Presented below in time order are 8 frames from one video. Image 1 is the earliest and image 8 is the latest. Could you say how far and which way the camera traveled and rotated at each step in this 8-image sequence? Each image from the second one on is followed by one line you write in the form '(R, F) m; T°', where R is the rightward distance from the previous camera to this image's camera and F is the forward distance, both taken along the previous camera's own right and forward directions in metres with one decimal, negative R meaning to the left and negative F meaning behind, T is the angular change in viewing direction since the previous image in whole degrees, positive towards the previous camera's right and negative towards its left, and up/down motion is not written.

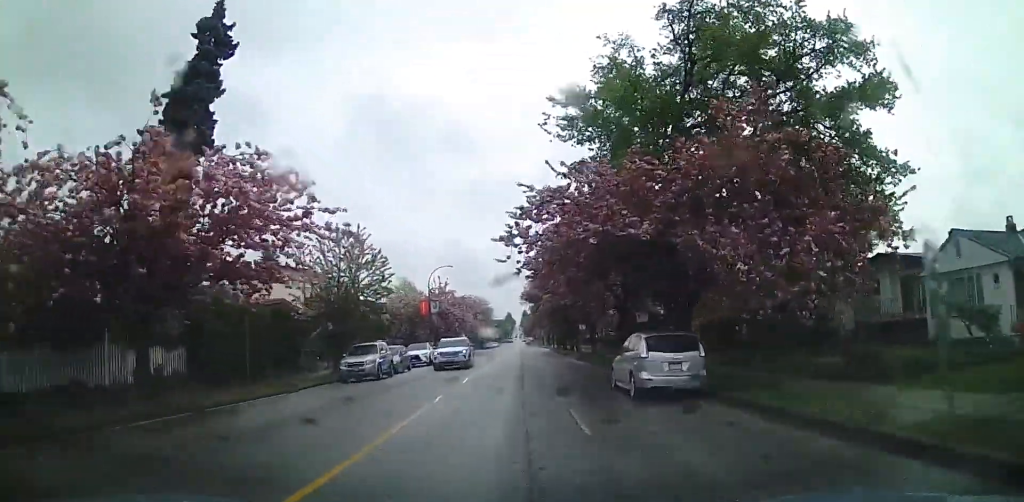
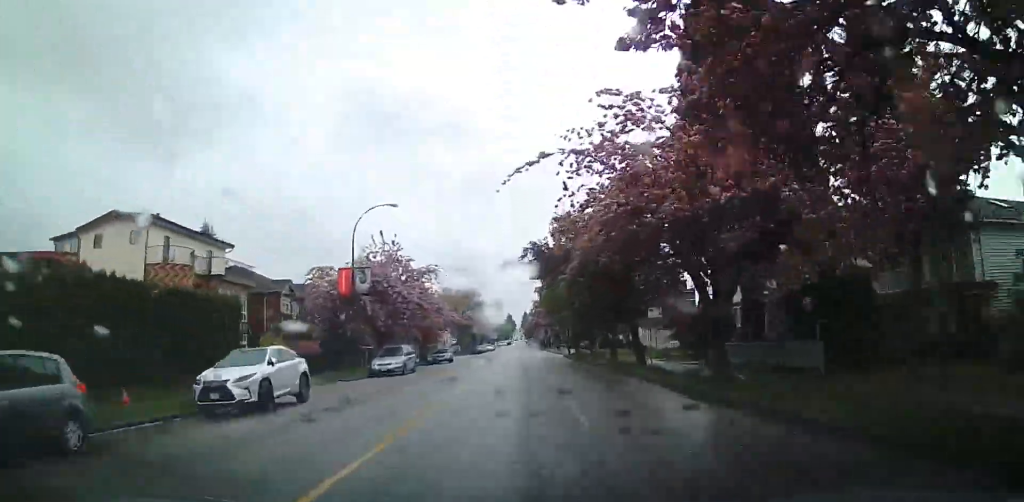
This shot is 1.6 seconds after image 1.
(-0.5, +26.0) m; -2°
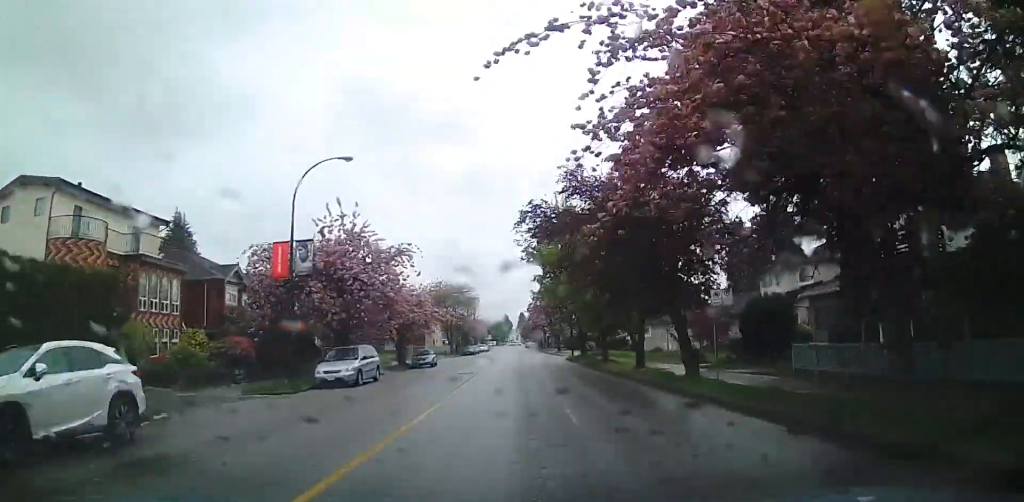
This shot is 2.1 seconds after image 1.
(0.0, +8.4) m; 0°
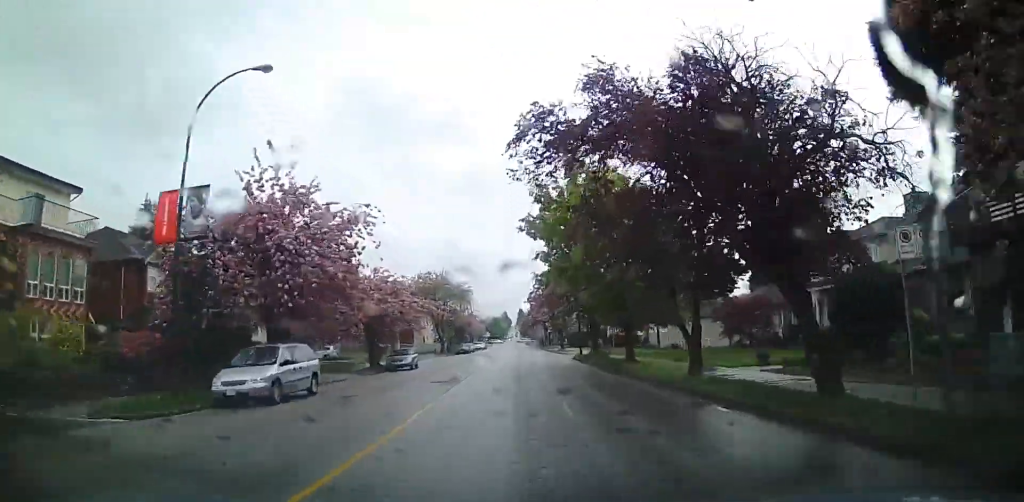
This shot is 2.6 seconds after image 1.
(0.0, +8.5) m; 0°
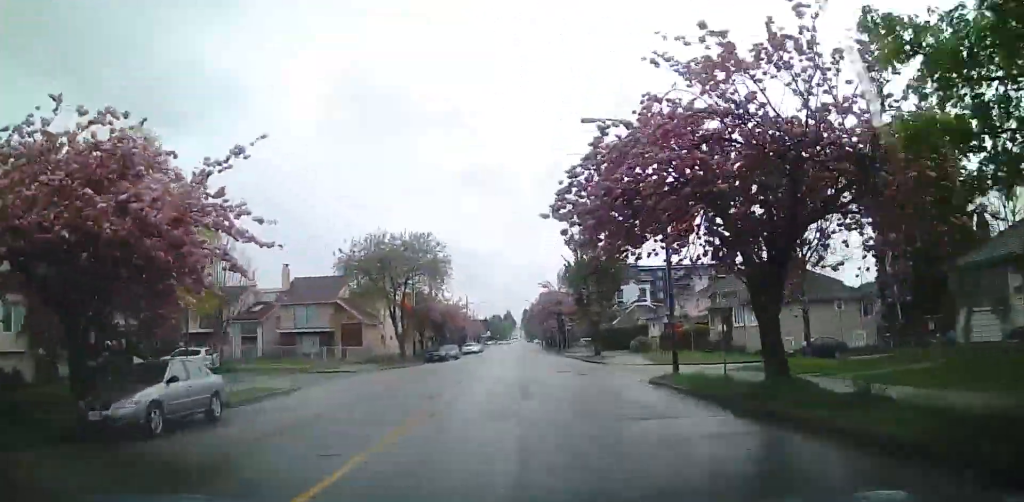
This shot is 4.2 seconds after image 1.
(+0.4, +27.8) m; 0°
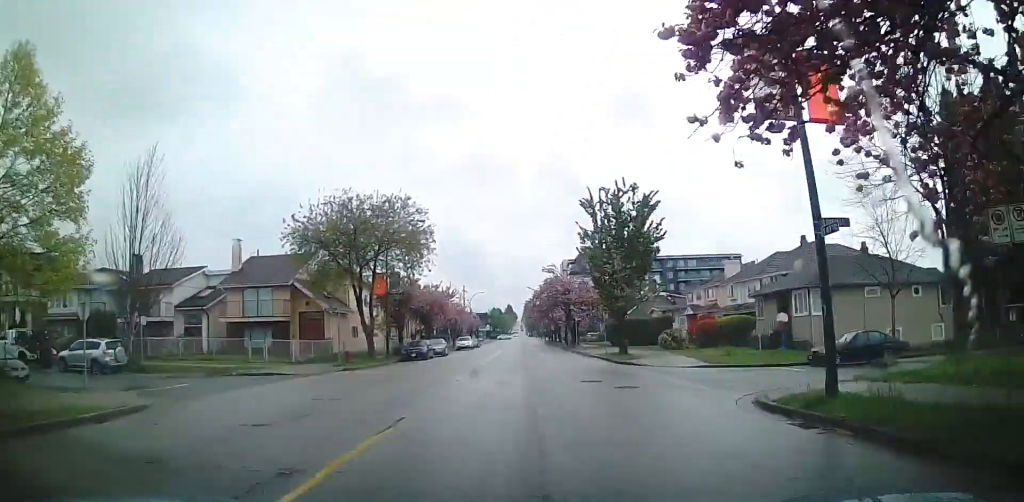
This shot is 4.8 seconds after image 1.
(-0.1, +10.1) m; -1°
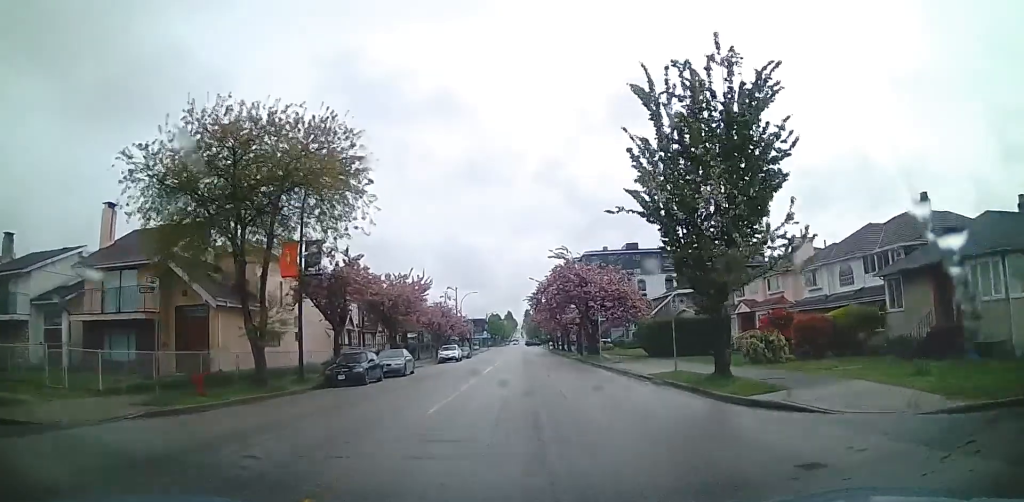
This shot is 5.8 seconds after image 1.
(-0.3, +15.7) m; -1°
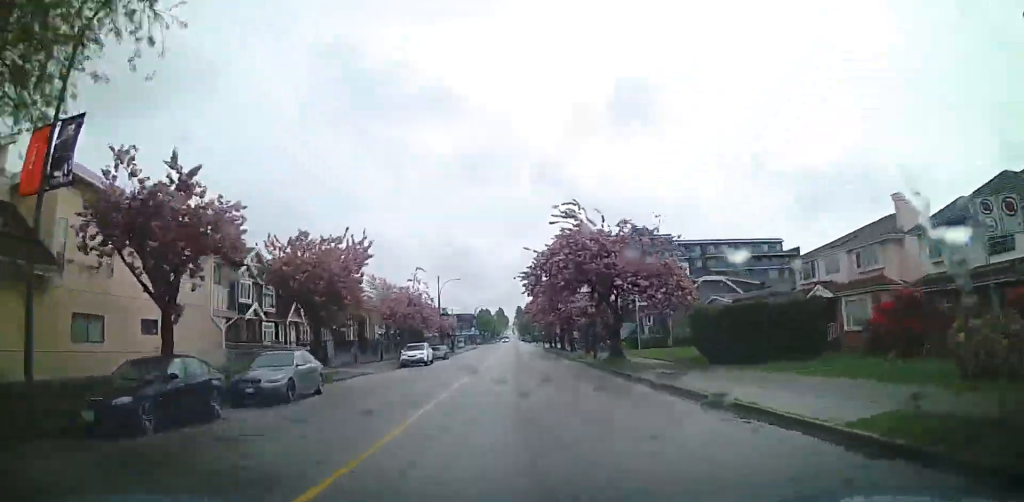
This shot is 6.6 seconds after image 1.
(-0.1, +14.4) m; +2°
